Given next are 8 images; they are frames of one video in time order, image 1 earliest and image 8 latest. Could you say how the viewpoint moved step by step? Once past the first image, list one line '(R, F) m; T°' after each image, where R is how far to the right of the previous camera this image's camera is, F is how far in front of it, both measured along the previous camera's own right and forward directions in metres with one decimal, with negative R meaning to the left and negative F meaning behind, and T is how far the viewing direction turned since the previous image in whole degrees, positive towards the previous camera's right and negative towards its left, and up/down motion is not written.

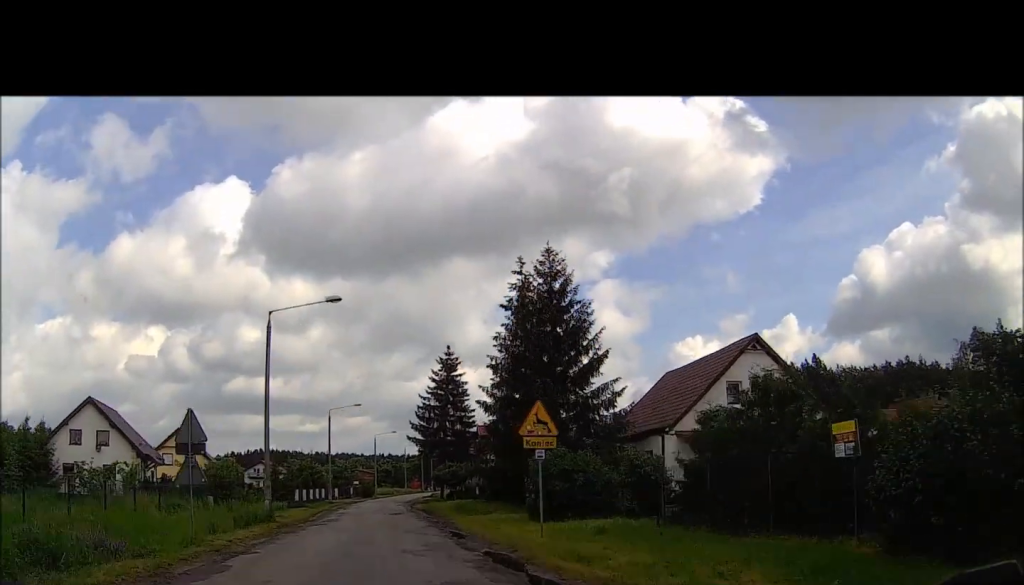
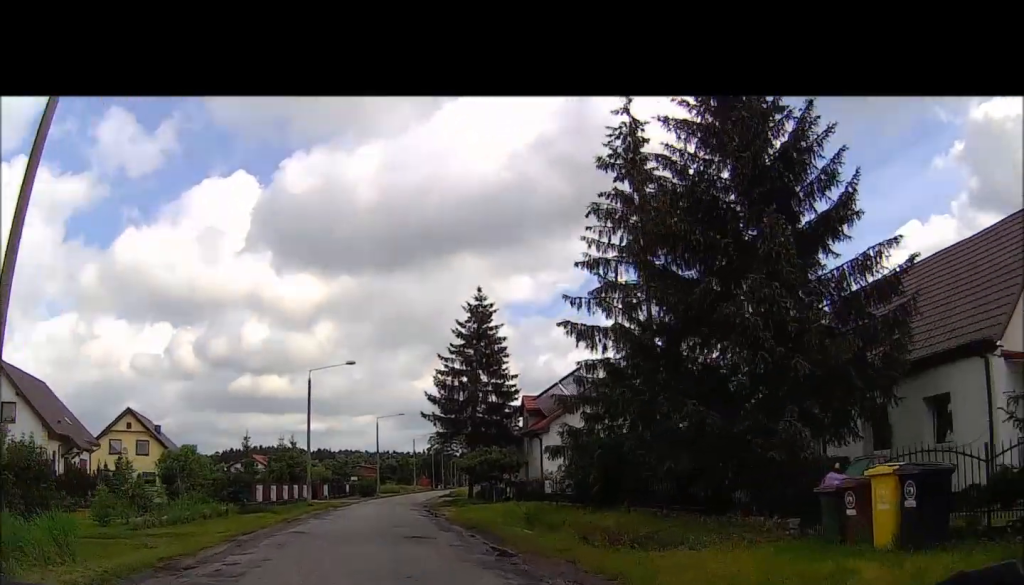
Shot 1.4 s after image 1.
(0.0, +21.7) m; 0°
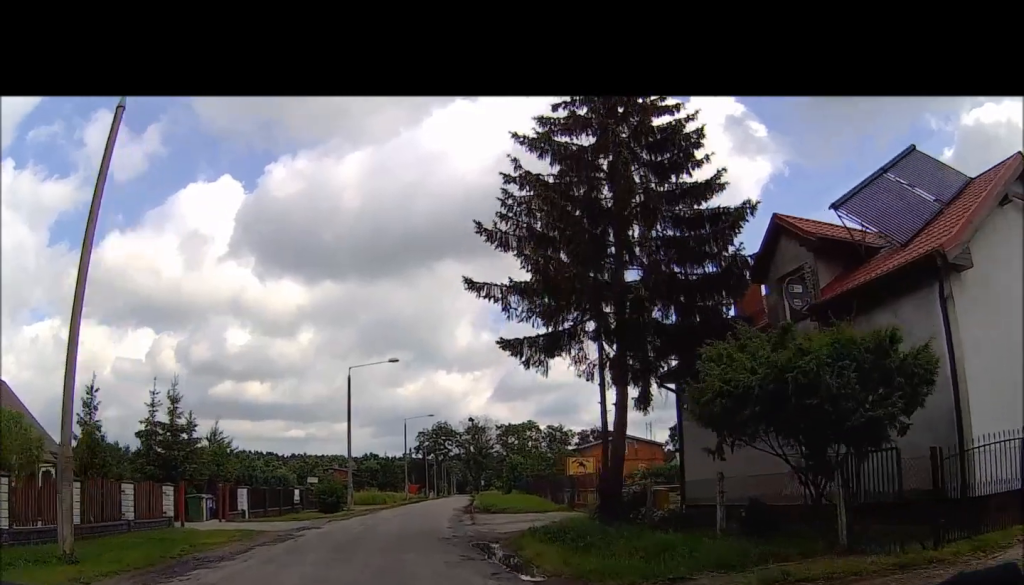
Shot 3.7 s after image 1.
(0.0, +31.6) m; +1°
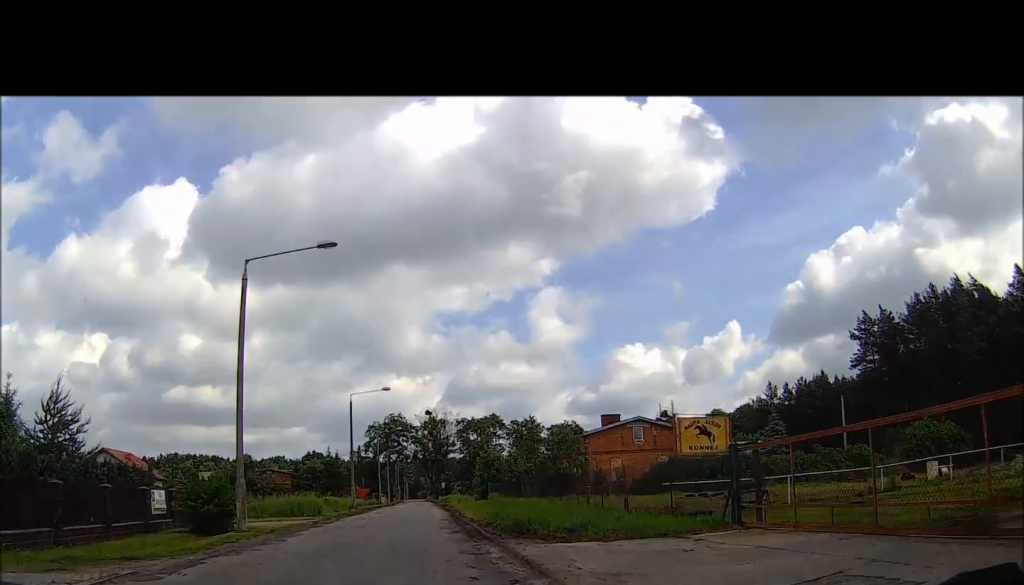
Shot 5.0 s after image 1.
(+0.5, +19.1) m; +3°
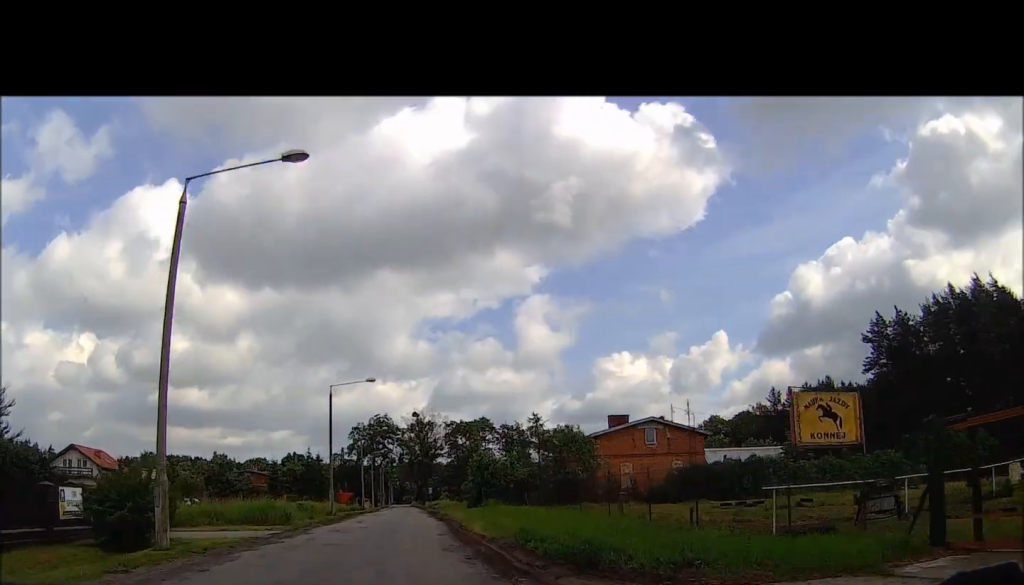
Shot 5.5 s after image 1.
(-0.1, +6.7) m; +1°
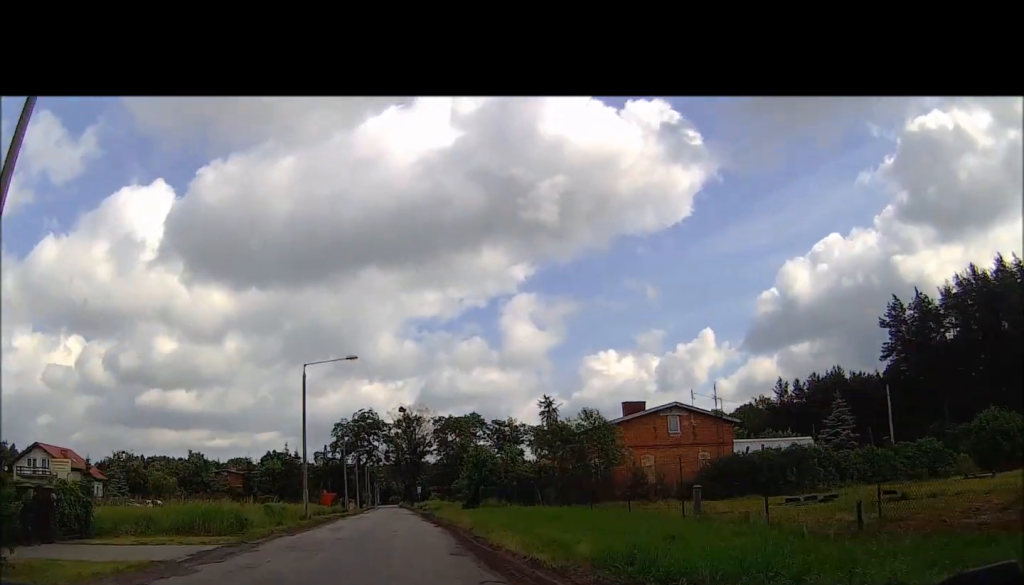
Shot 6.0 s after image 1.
(+0.2, +7.2) m; +1°
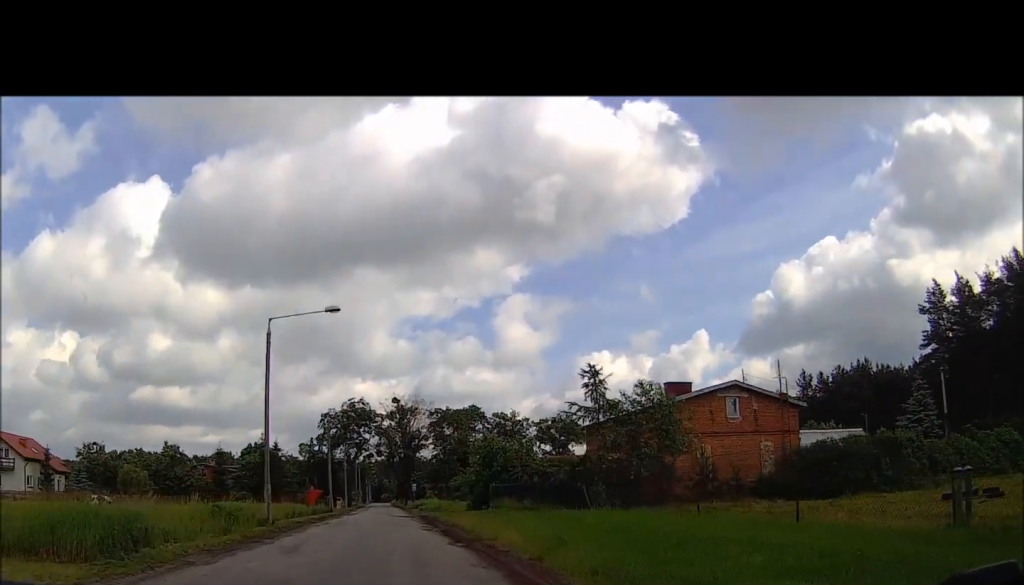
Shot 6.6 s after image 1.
(+0.2, +9.4) m; +1°
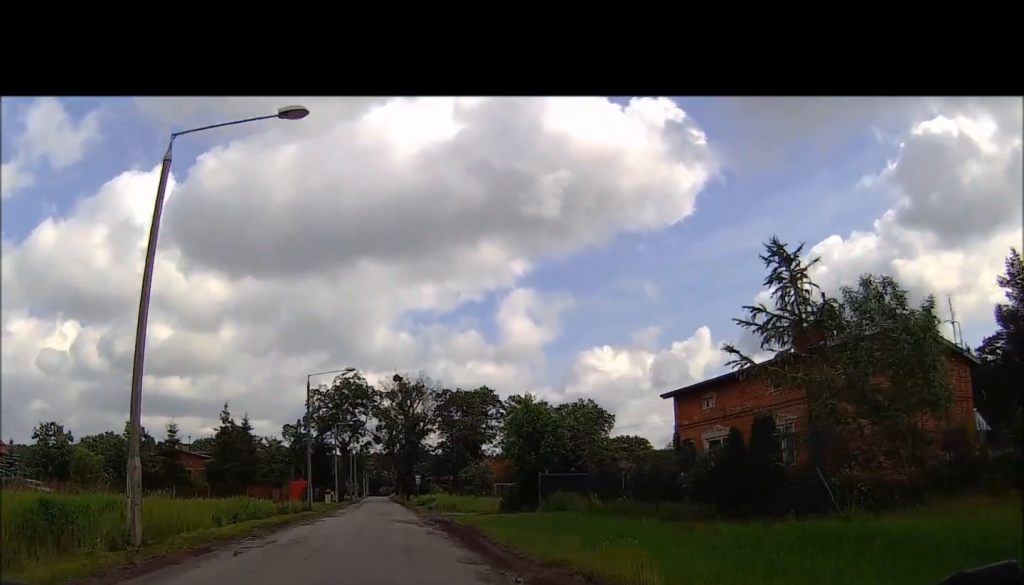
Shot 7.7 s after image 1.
(0.0, +13.6) m; 0°
